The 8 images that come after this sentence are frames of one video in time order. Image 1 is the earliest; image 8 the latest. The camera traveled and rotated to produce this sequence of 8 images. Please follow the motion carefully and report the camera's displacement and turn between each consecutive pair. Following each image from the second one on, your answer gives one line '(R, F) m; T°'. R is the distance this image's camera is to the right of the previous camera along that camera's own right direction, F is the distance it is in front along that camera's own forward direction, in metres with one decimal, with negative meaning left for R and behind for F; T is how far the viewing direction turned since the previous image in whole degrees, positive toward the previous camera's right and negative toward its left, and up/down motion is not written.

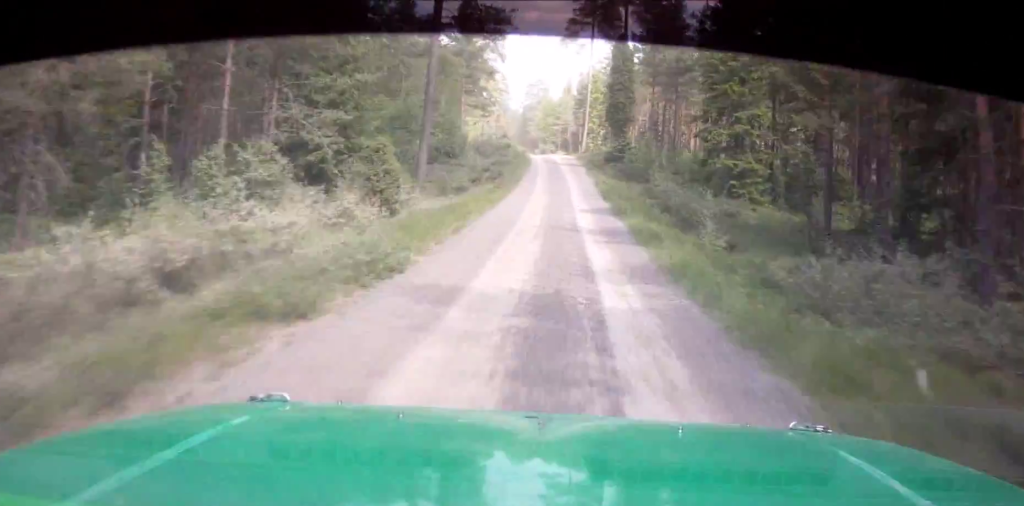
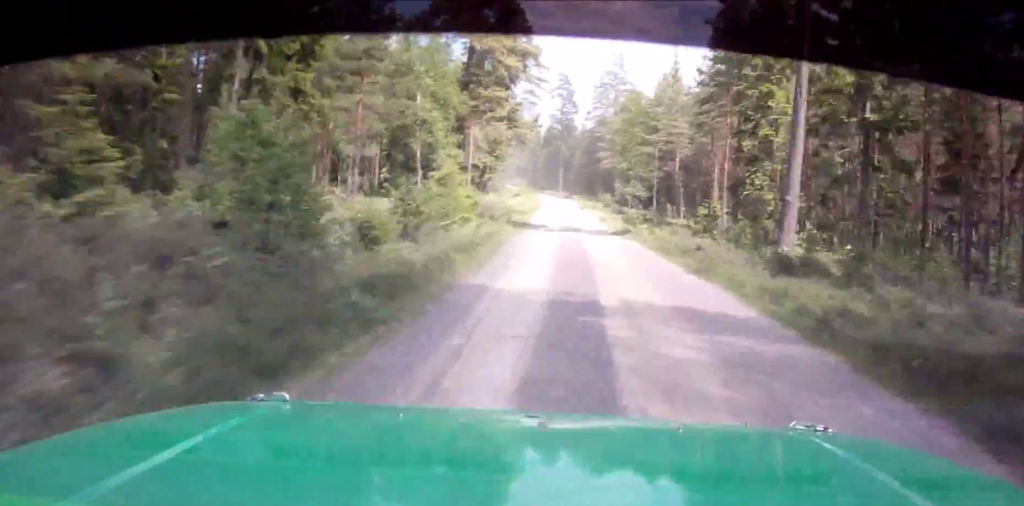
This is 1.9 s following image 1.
(-4.7, +75.0) m; -5°
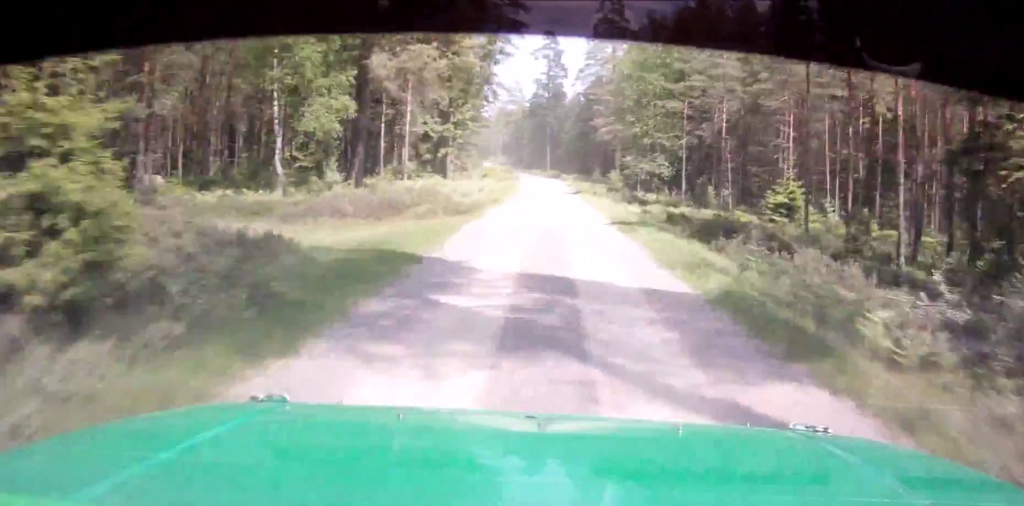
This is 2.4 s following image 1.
(0.0, +22.1) m; -1°
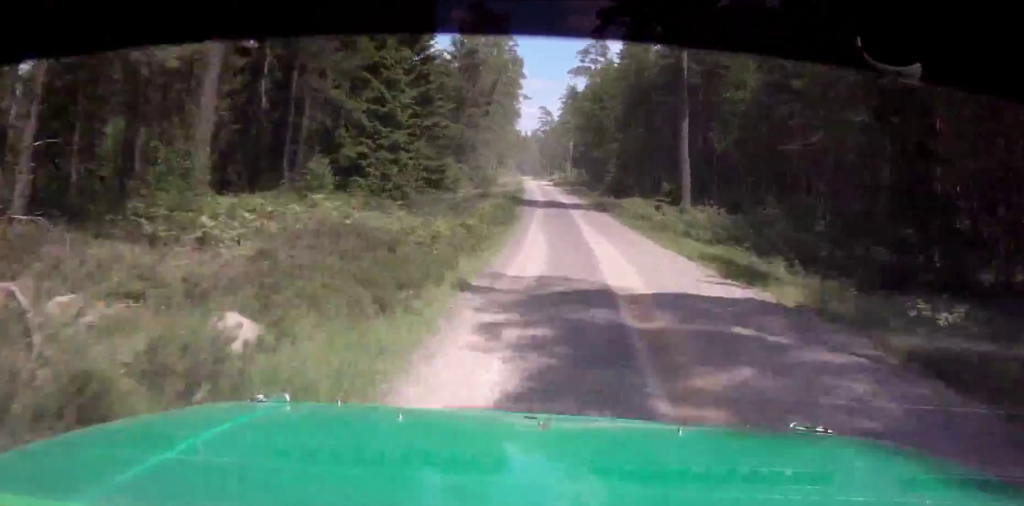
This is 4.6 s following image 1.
(-5.5, +93.8) m; -6°
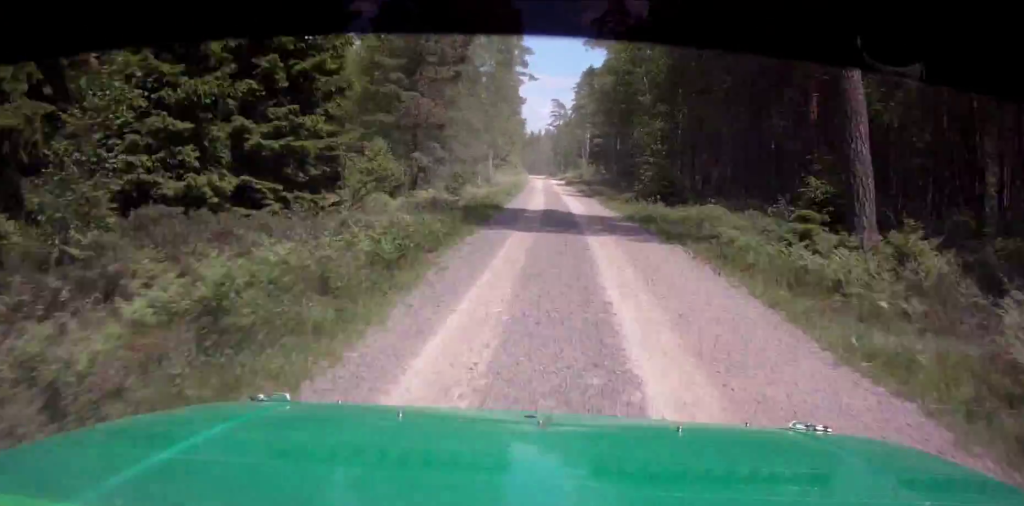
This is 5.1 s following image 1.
(-0.1, +21.8) m; -1°
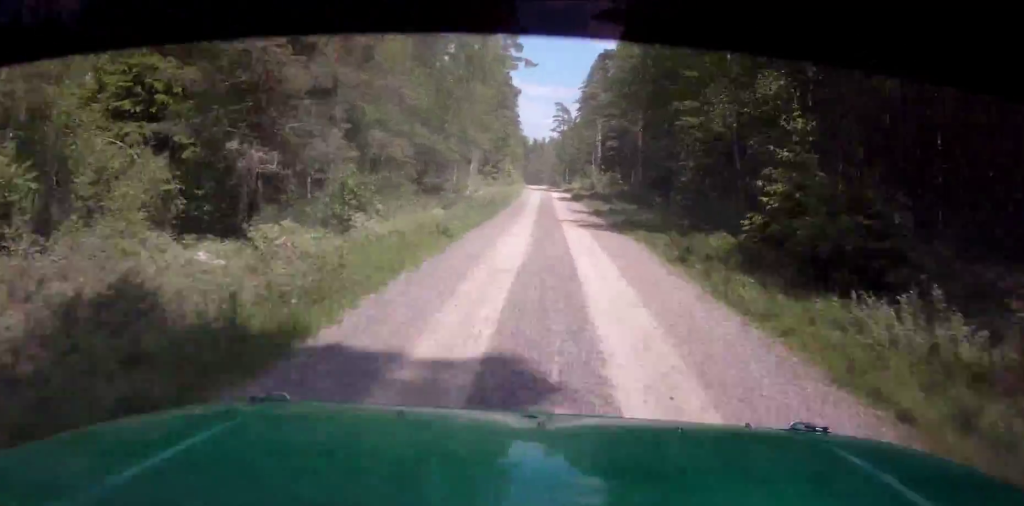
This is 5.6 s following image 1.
(-0.3, +20.3) m; 0°
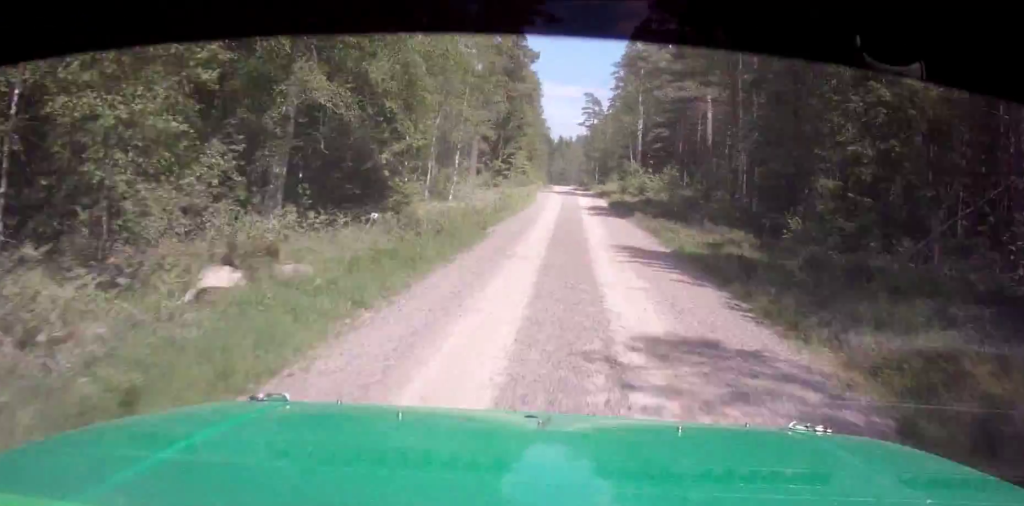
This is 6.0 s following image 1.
(-0.1, +20.2) m; 0°
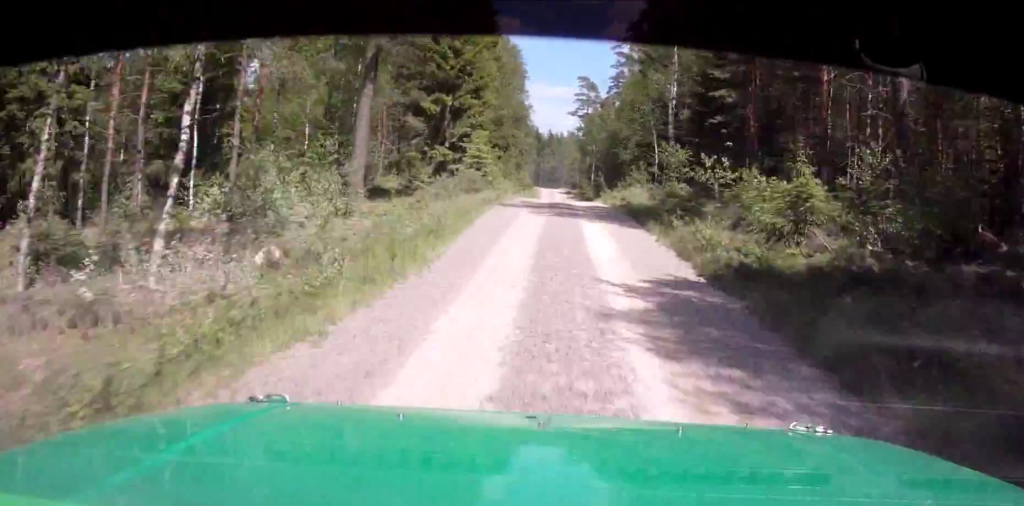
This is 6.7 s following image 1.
(0.0, +28.5) m; 0°
